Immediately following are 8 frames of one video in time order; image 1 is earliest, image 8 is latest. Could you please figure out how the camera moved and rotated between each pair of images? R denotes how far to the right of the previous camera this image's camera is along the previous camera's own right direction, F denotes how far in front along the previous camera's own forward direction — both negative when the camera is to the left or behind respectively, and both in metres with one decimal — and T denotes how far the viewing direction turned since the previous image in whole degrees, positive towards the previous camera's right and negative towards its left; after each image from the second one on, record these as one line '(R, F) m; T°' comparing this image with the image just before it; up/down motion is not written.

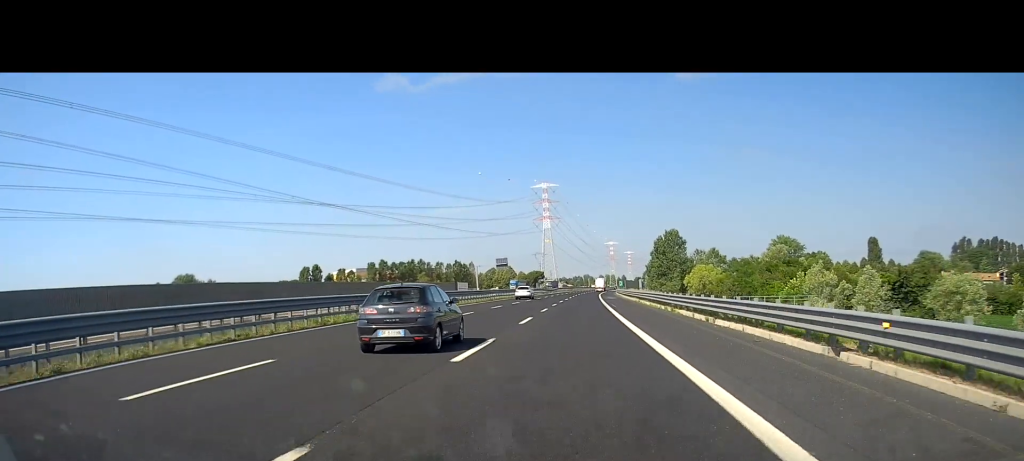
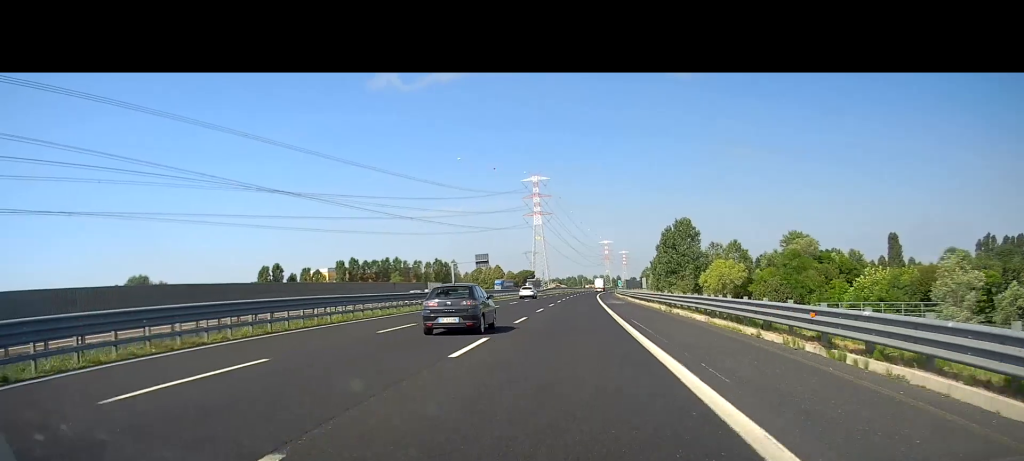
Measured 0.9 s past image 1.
(+0.2, +24.0) m; +1°
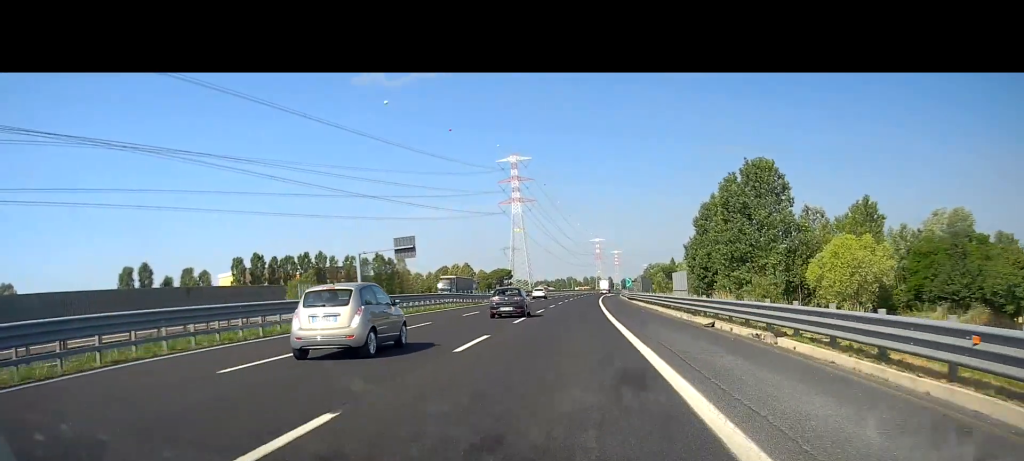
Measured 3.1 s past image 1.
(+0.5, +57.2) m; 0°
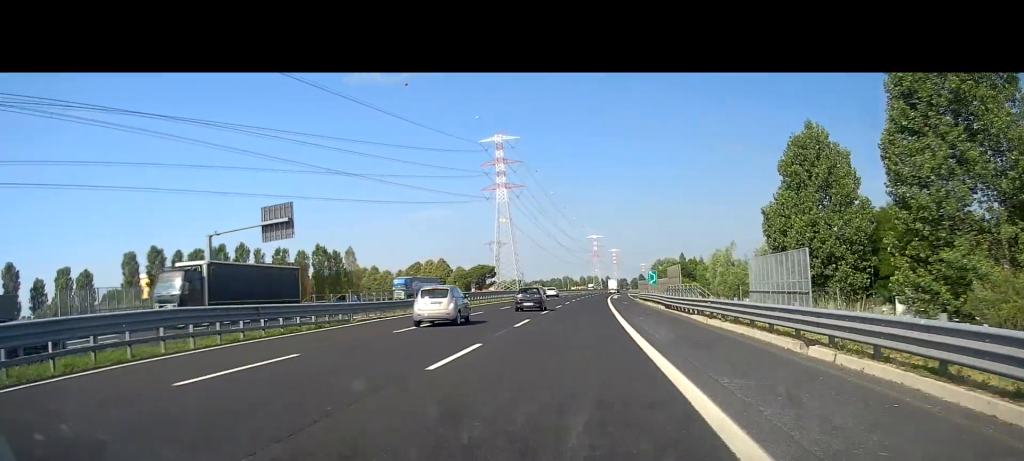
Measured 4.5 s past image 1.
(+0.1, +37.6) m; +2°
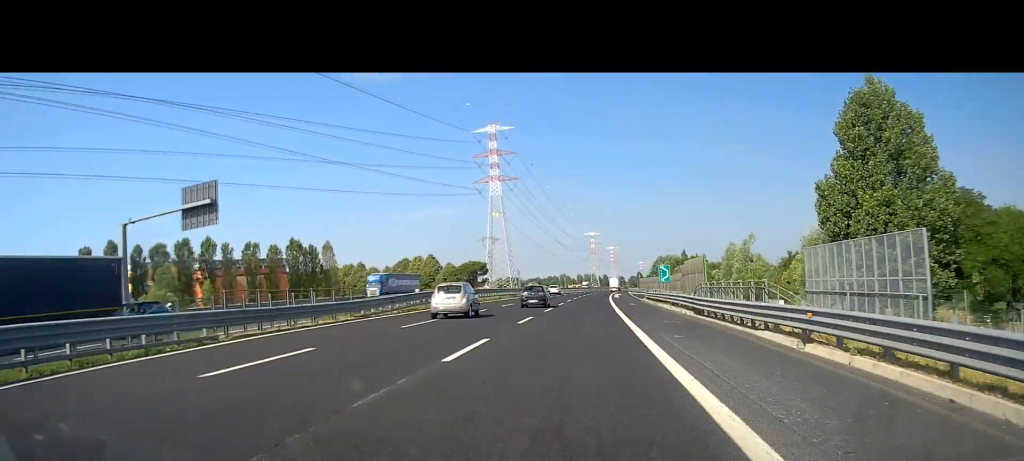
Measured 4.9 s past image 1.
(+0.4, +11.3) m; 0°
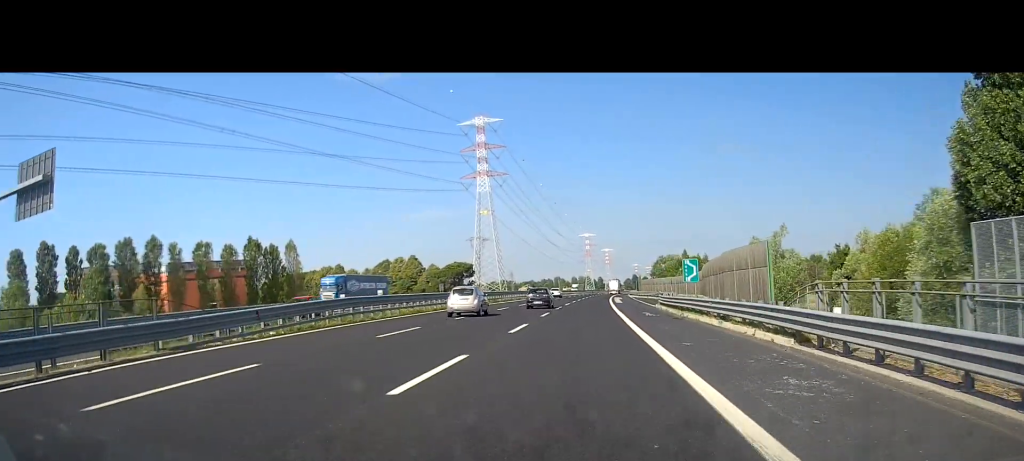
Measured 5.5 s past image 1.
(+0.3, +14.7) m; 0°
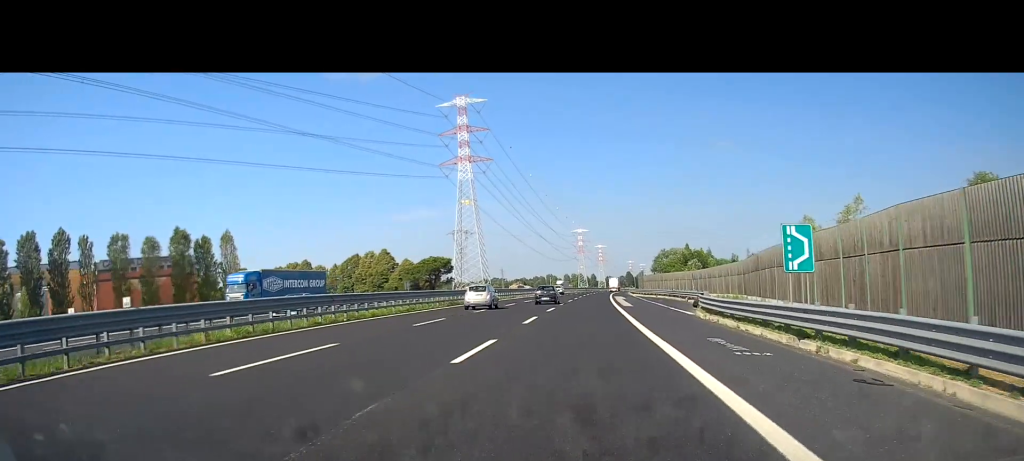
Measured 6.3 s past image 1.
(-0.3, +19.9) m; 0°
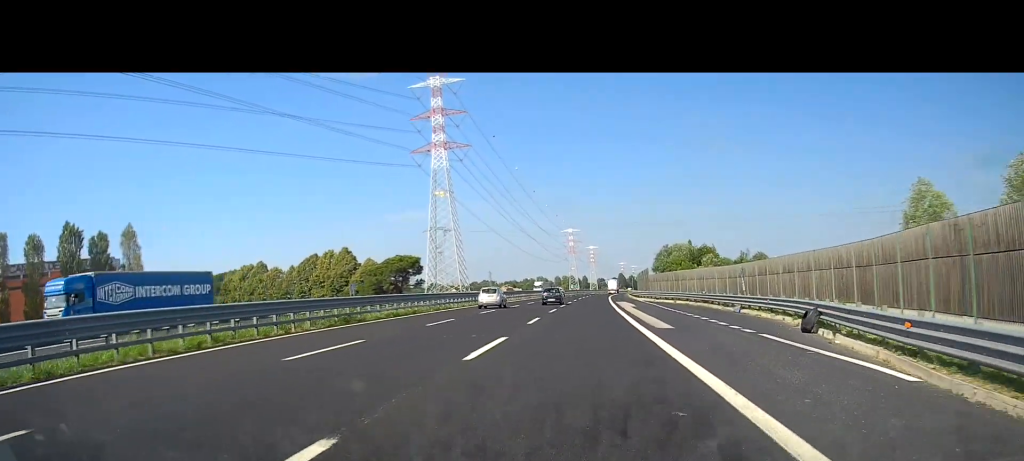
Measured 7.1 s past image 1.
(+0.2, +21.6) m; +1°
